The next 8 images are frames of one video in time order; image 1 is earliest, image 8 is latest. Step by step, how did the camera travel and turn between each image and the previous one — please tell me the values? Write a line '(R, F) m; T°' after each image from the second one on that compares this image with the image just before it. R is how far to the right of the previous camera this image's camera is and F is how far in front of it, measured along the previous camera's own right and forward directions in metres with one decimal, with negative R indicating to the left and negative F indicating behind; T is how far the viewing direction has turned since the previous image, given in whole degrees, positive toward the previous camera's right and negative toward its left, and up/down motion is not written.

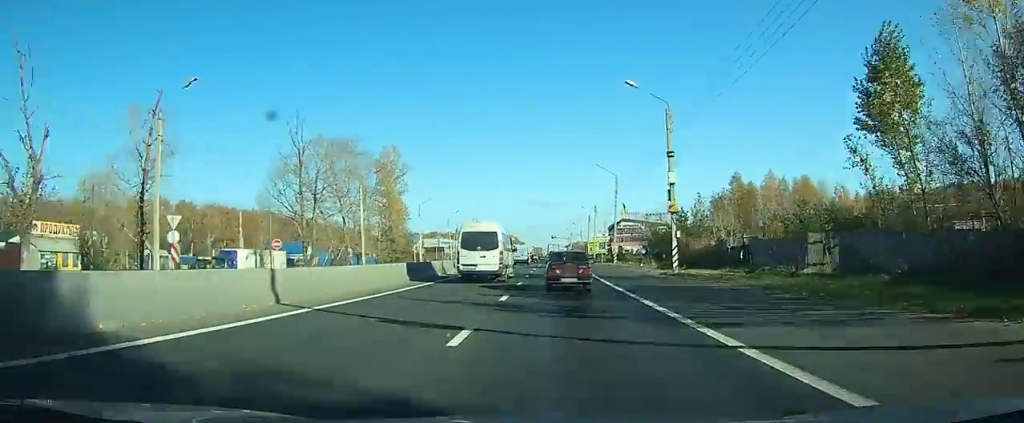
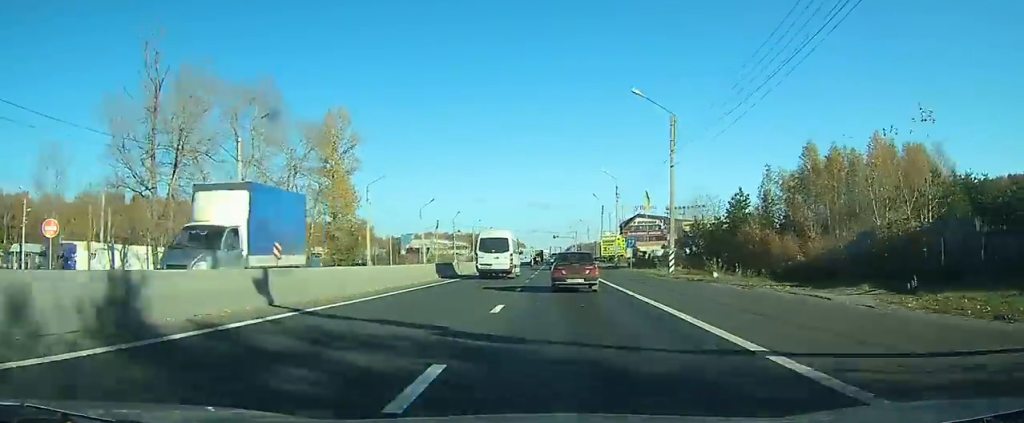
(0.0, +26.6) m; 0°
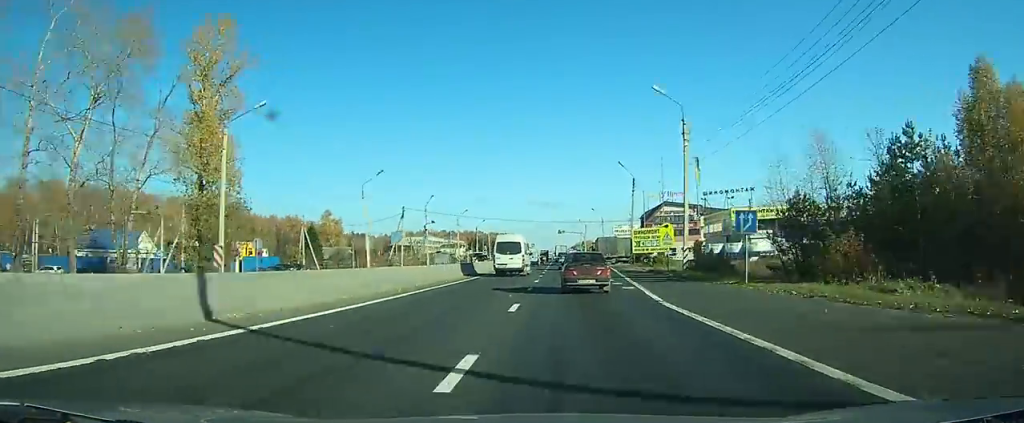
(0.0, +32.1) m; 0°
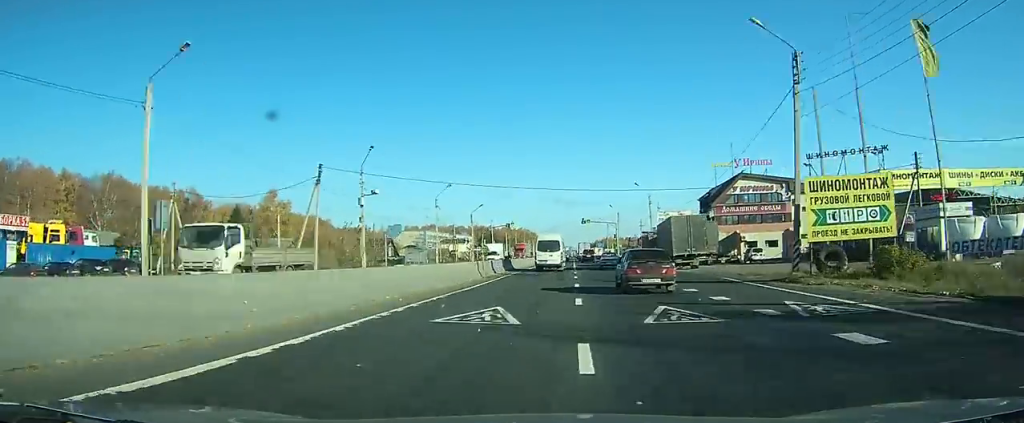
(-0.3, +40.1) m; -1°
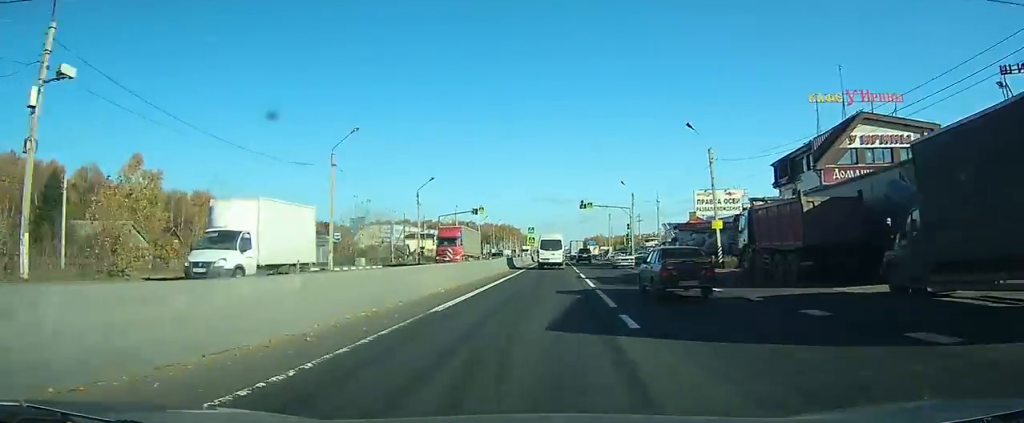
(0.0, +35.8) m; 0°
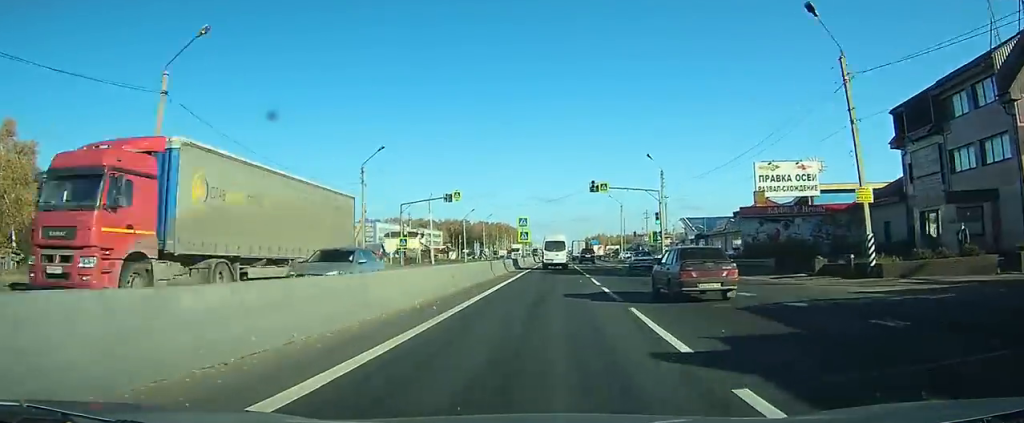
(0.0, +21.5) m; 0°
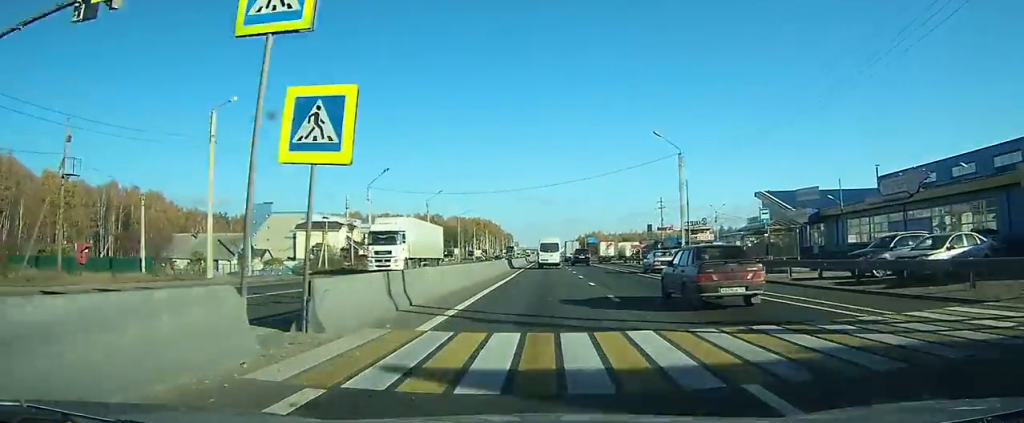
(+0.5, +53.4) m; +1°
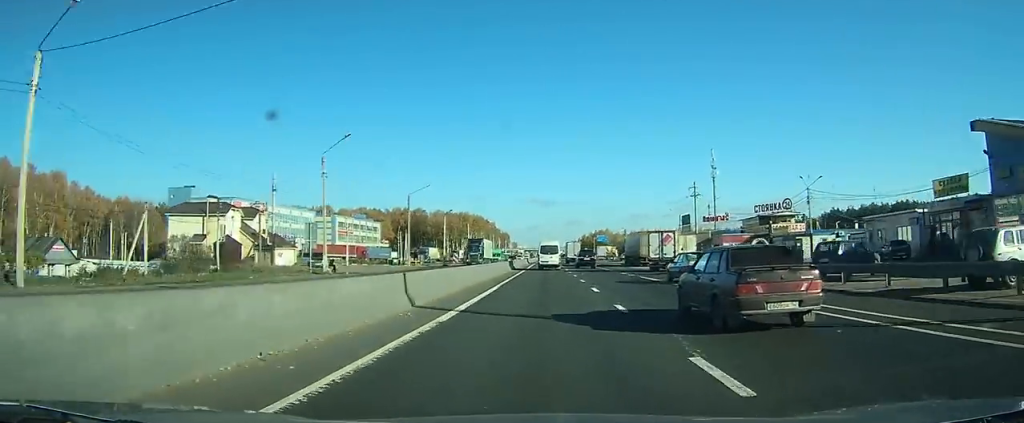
(0.0, +44.0) m; 0°
